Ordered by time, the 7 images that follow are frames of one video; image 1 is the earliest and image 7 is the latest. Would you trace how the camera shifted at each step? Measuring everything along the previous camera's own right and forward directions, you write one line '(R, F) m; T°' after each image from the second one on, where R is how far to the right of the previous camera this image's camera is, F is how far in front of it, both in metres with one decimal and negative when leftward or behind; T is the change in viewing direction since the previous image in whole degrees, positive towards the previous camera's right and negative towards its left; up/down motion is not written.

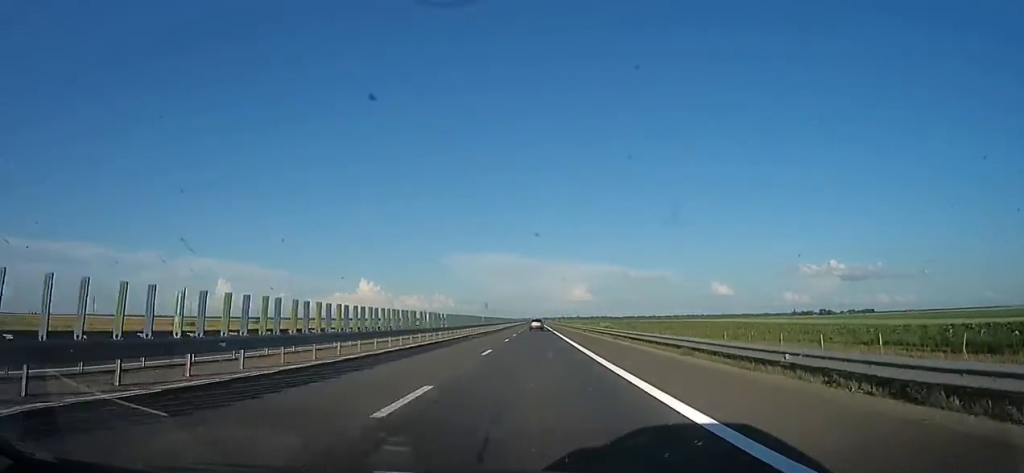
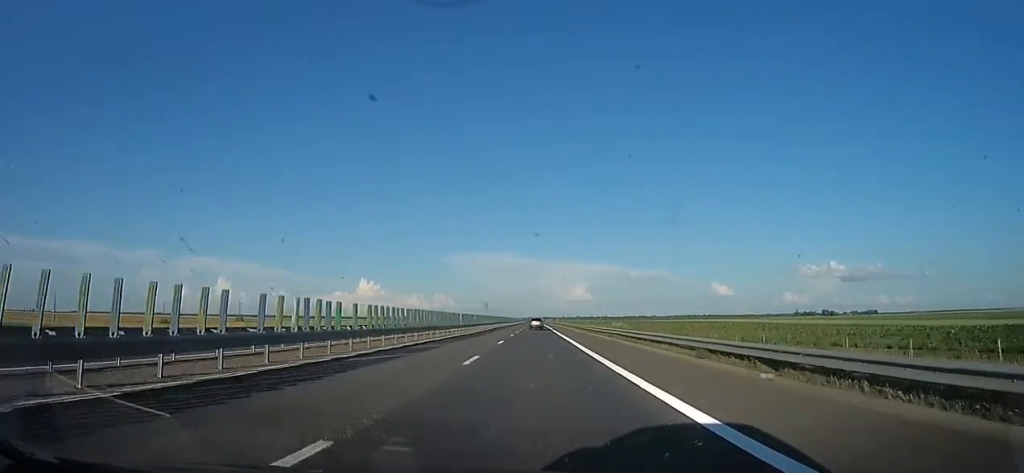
(-0.2, +16.9) m; 0°
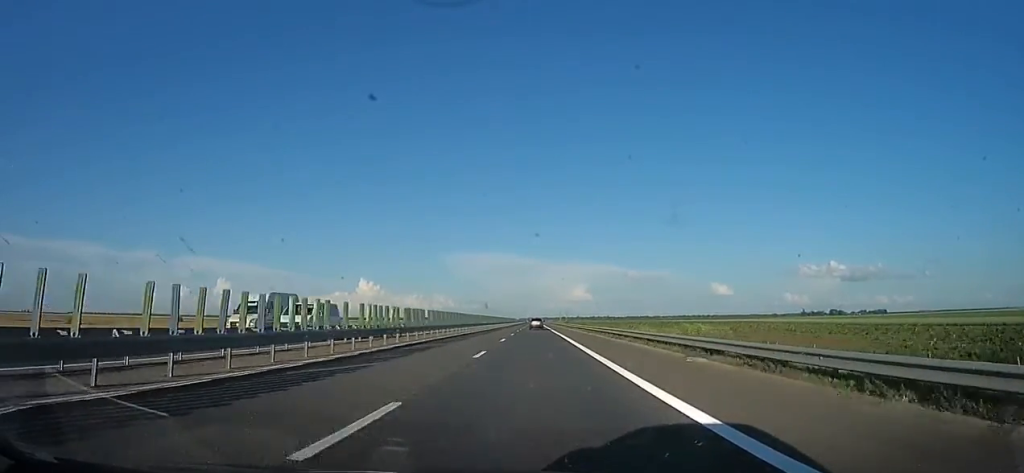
(+0.9, +45.7) m; +2°
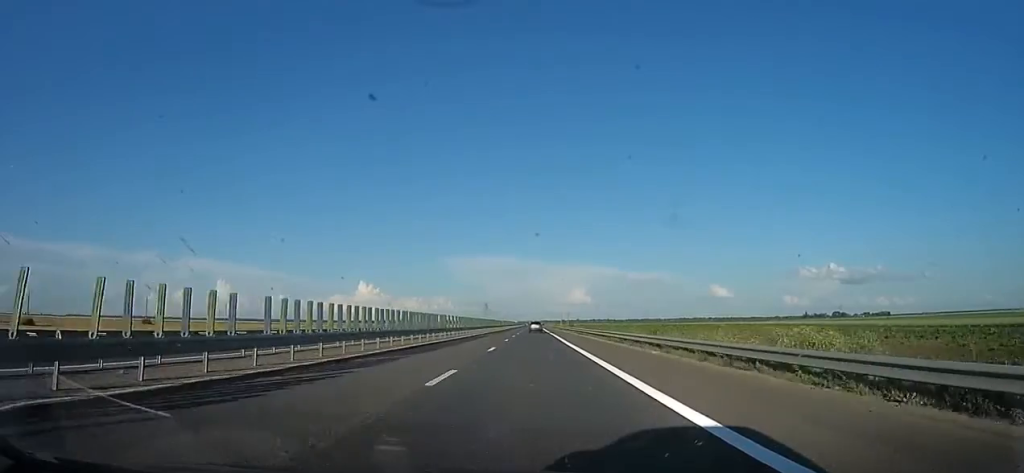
(+0.8, +18.8) m; 0°
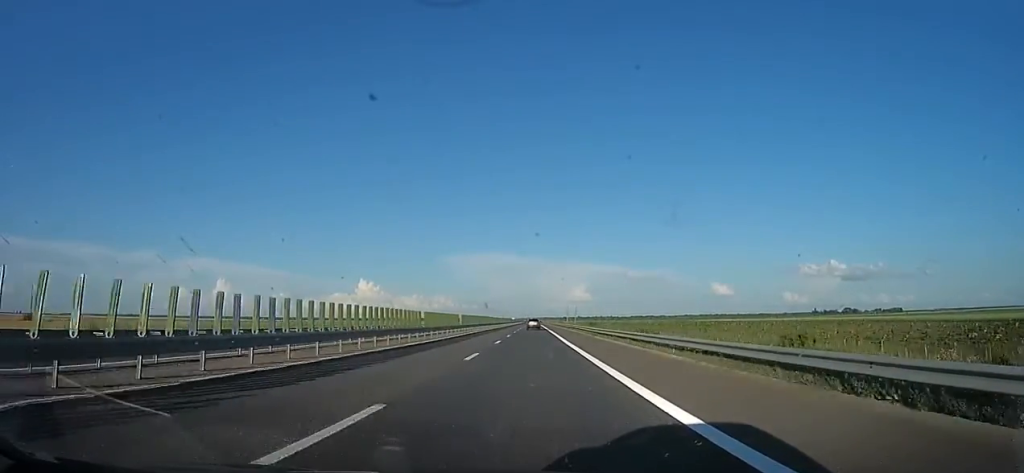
(-0.9, +53.8) m; 0°
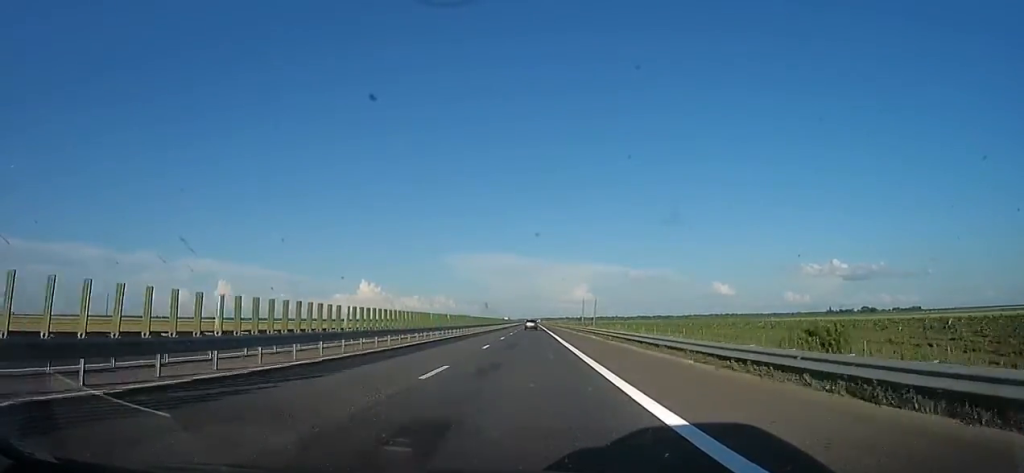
(0.0, +76.9) m; 0°
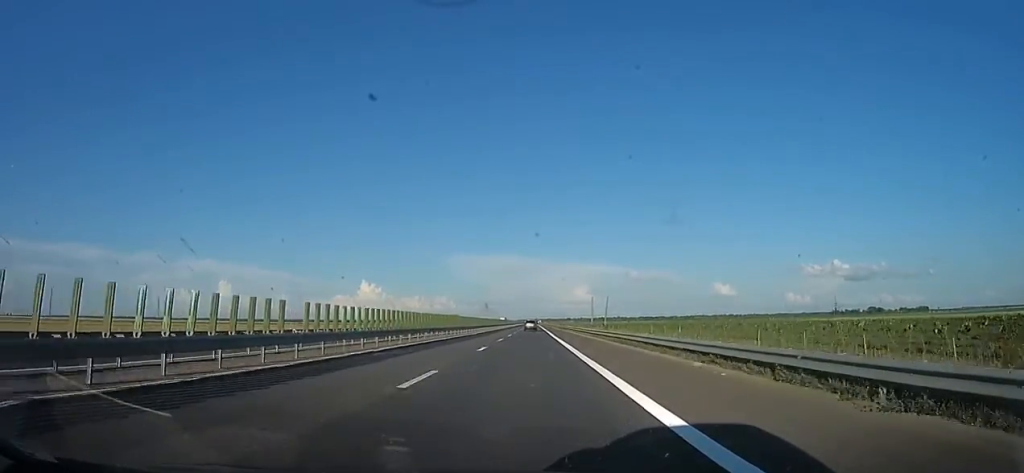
(+0.7, +25.6) m; 0°
